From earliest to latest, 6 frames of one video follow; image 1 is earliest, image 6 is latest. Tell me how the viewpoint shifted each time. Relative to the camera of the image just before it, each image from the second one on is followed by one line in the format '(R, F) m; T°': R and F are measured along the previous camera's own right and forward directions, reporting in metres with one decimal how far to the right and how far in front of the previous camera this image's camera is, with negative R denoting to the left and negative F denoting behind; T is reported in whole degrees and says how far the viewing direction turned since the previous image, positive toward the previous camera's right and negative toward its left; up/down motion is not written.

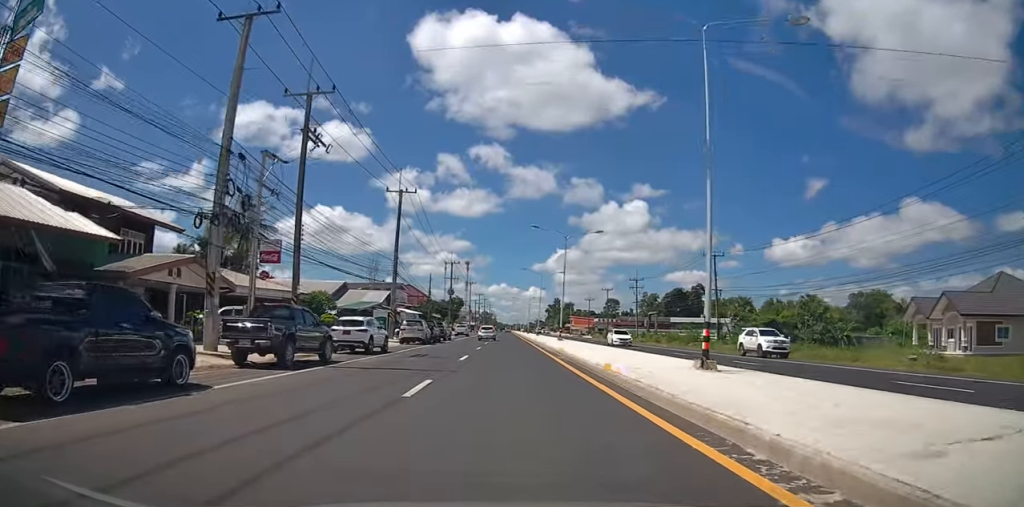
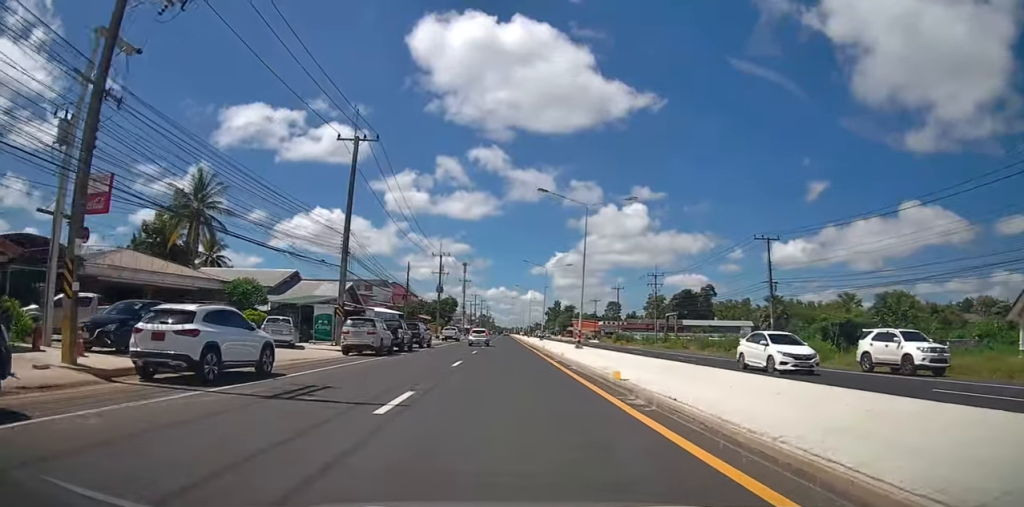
(0.0, +13.4) m; 0°
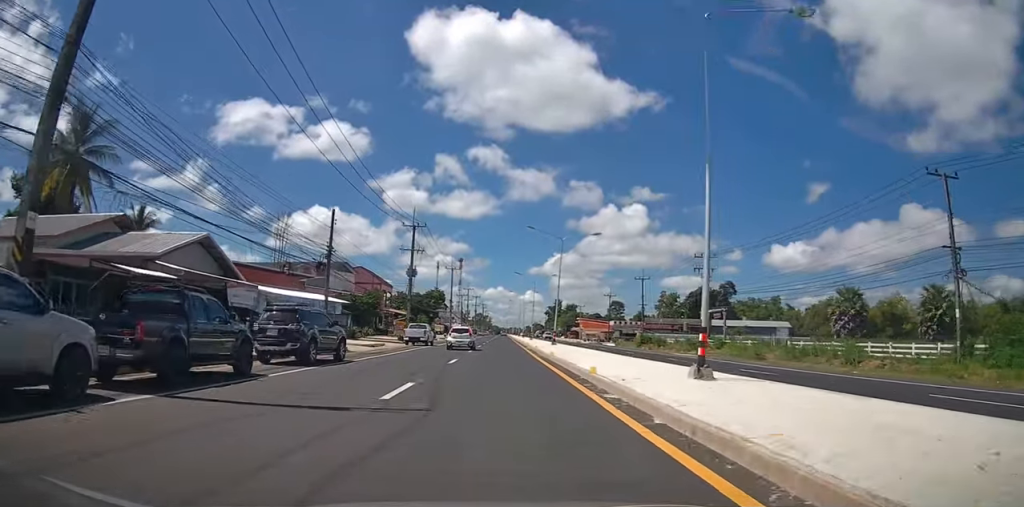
(0.0, +22.2) m; 0°
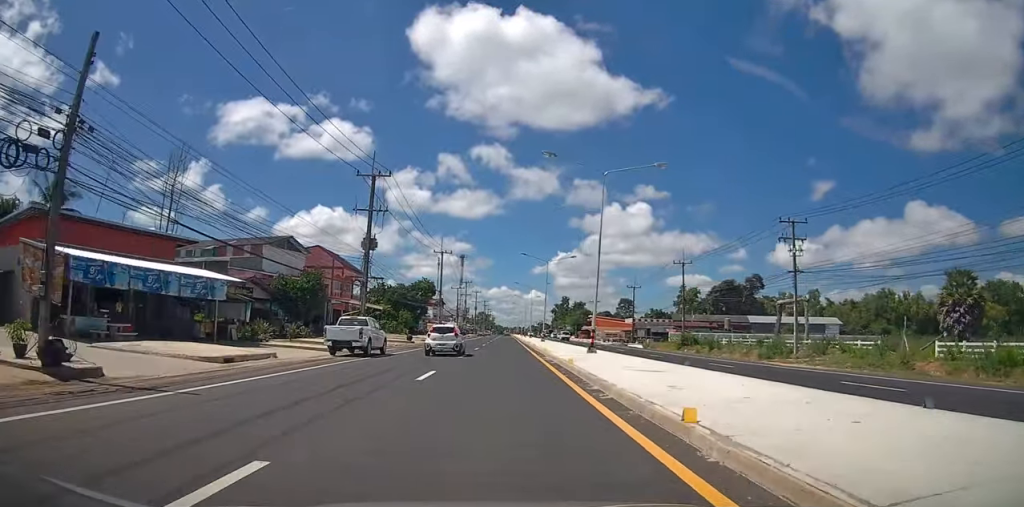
(0.0, +19.7) m; 0°
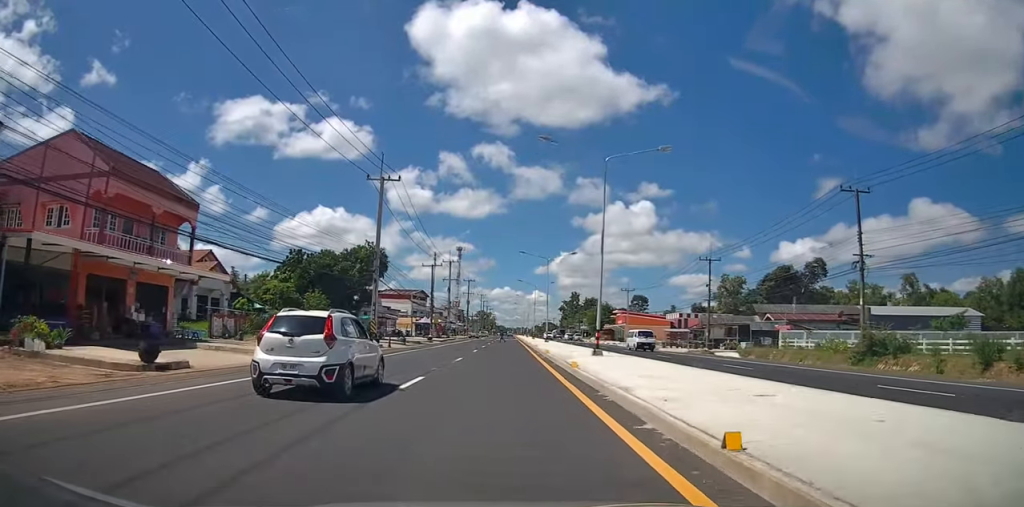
(0.0, +37.4) m; 0°
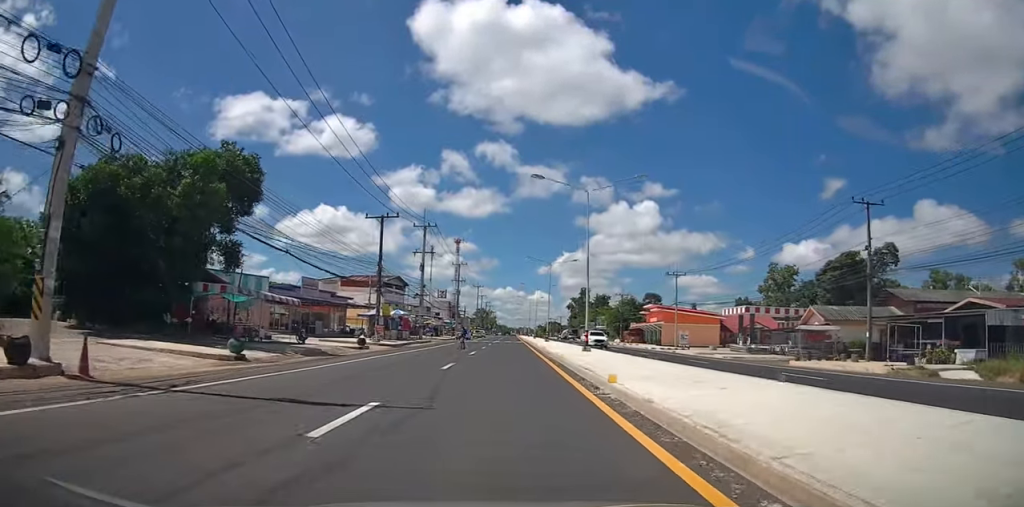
(-0.1, +29.4) m; 0°
